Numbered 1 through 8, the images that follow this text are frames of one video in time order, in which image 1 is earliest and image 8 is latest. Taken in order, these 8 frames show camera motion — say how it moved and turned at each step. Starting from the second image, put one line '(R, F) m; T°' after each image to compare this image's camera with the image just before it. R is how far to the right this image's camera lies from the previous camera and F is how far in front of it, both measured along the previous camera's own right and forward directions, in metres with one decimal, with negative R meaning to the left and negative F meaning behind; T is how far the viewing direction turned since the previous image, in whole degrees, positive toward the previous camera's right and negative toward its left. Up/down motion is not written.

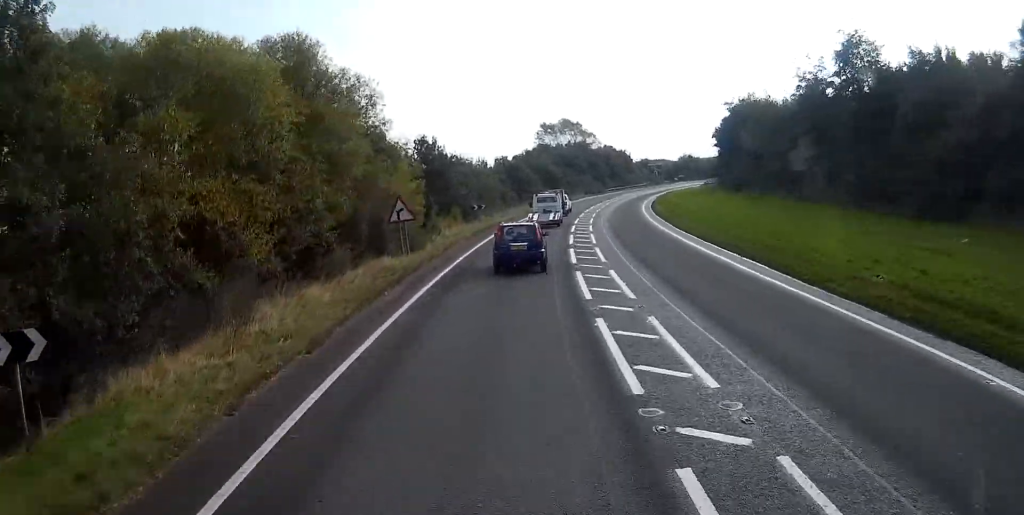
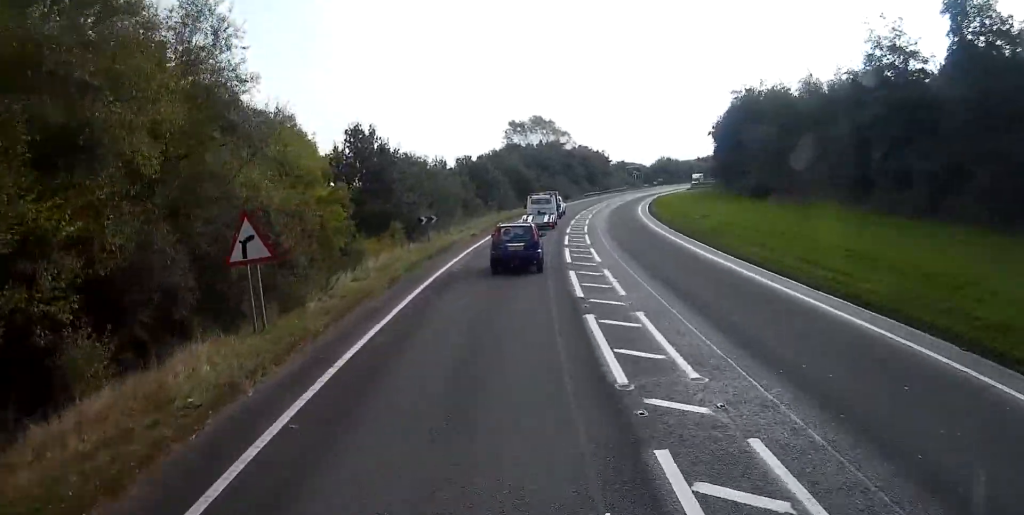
(0.0, +16.9) m; 0°
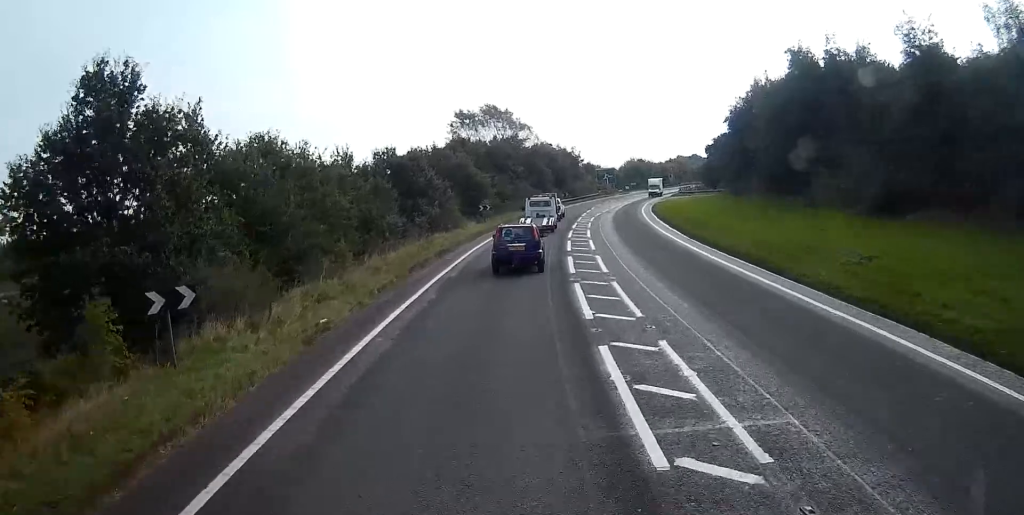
(+1.5, +29.4) m; +6°
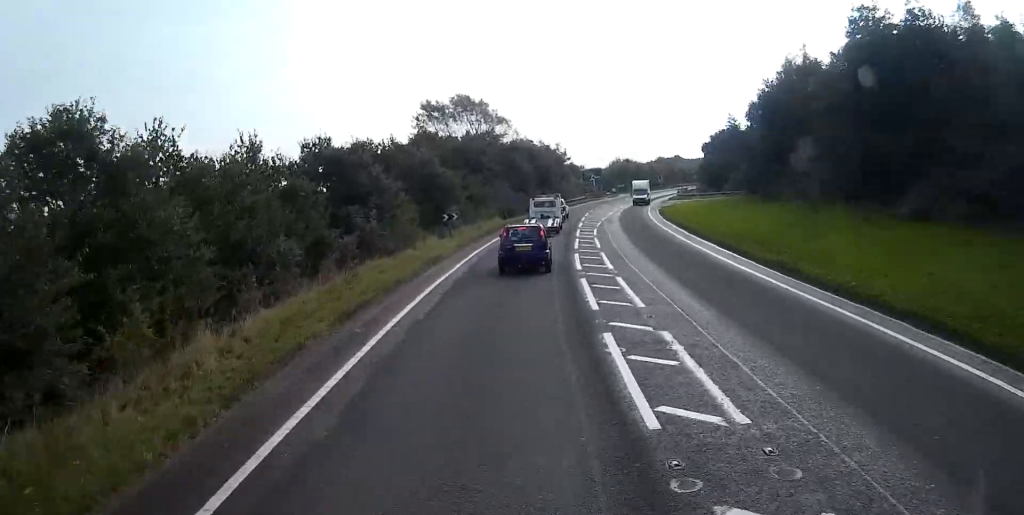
(+0.4, +16.3) m; +2°
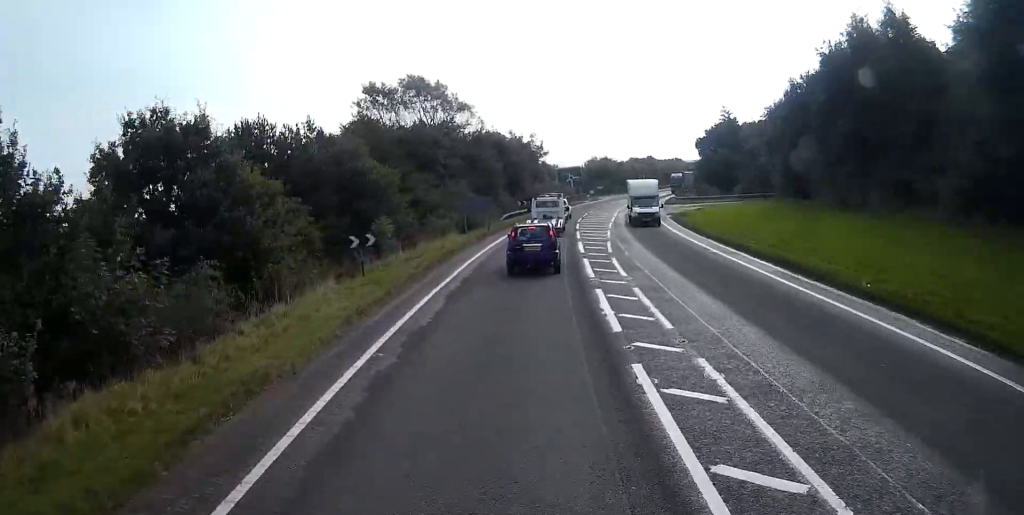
(0.0, +20.1) m; +2°
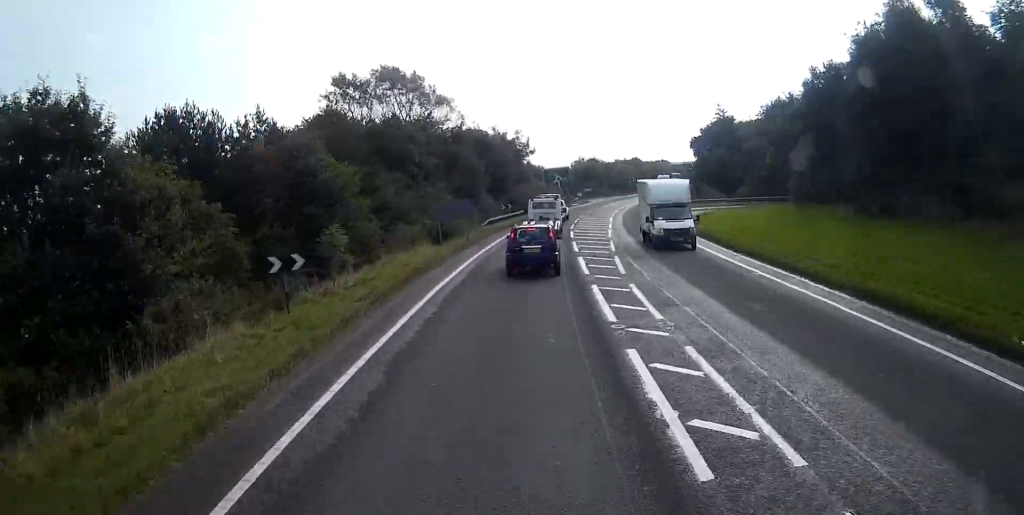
(-0.1, +7.6) m; +1°
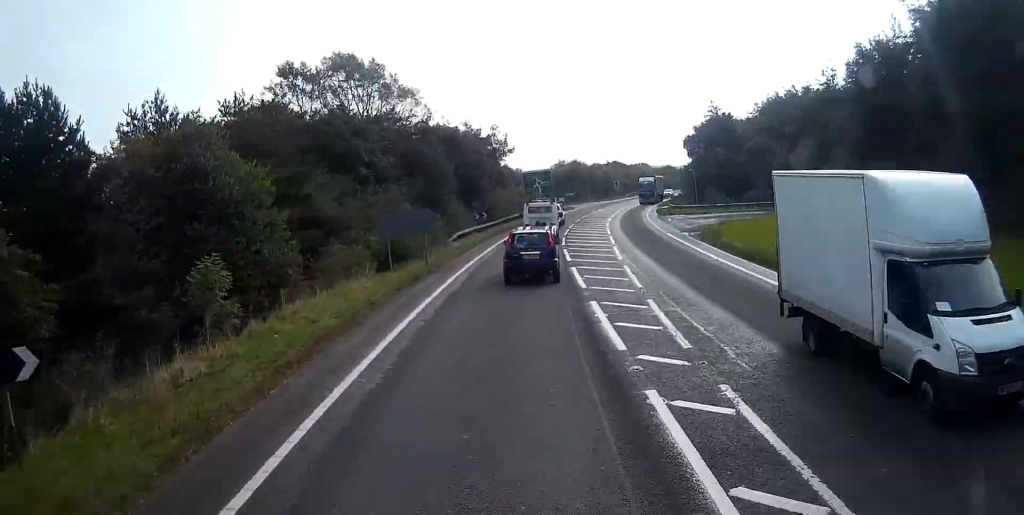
(+0.5, +11.0) m; +3°
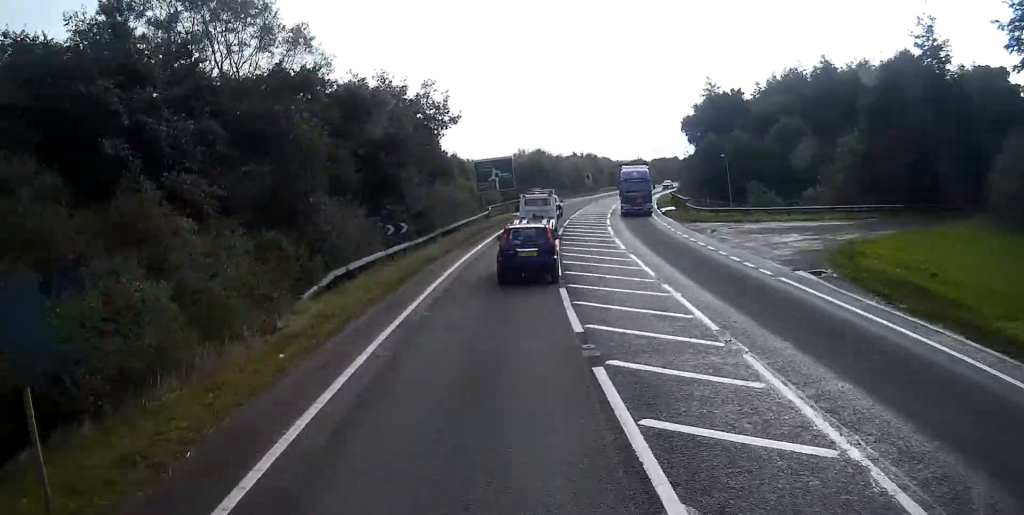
(+0.9, +24.9) m; +5°
